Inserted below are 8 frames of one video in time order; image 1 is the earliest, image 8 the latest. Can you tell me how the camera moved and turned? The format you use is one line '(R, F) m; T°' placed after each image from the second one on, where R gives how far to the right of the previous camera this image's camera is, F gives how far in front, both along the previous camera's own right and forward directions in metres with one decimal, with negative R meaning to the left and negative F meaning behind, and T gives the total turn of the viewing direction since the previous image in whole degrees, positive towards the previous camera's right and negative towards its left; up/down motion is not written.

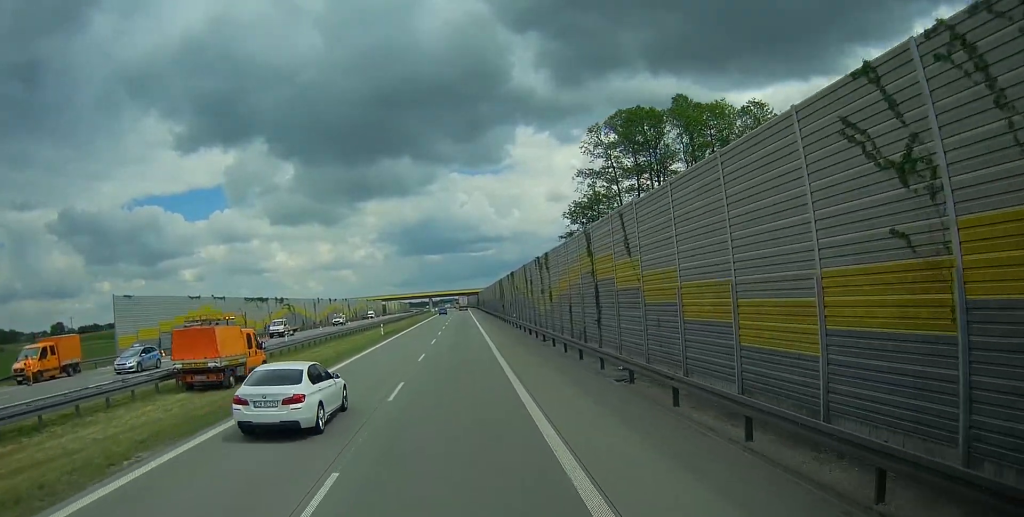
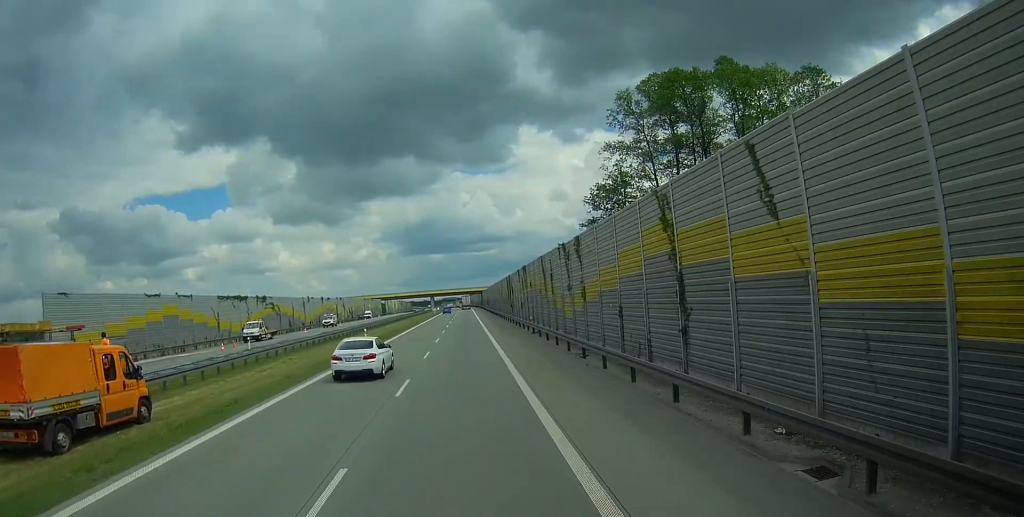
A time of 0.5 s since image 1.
(0.0, +11.8) m; 0°
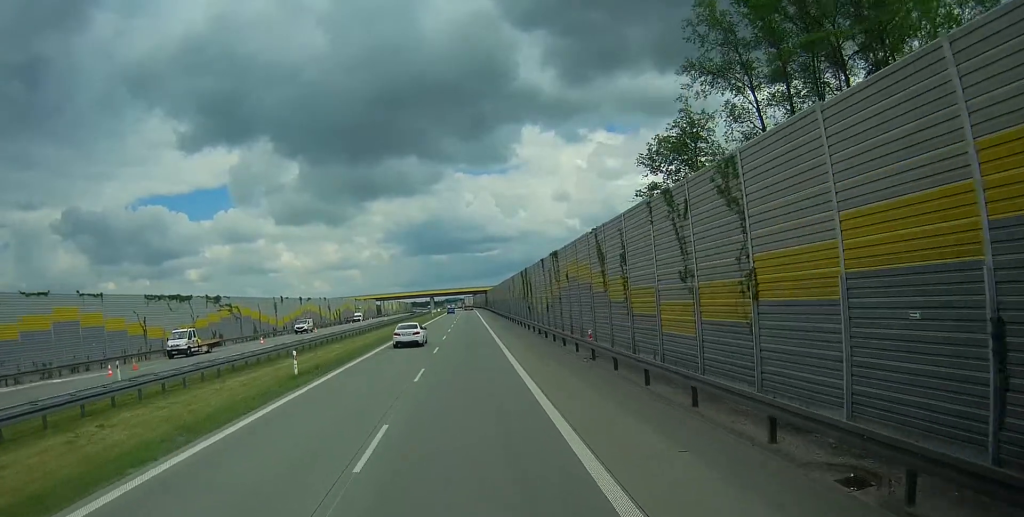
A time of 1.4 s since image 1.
(0.0, +20.8) m; 0°
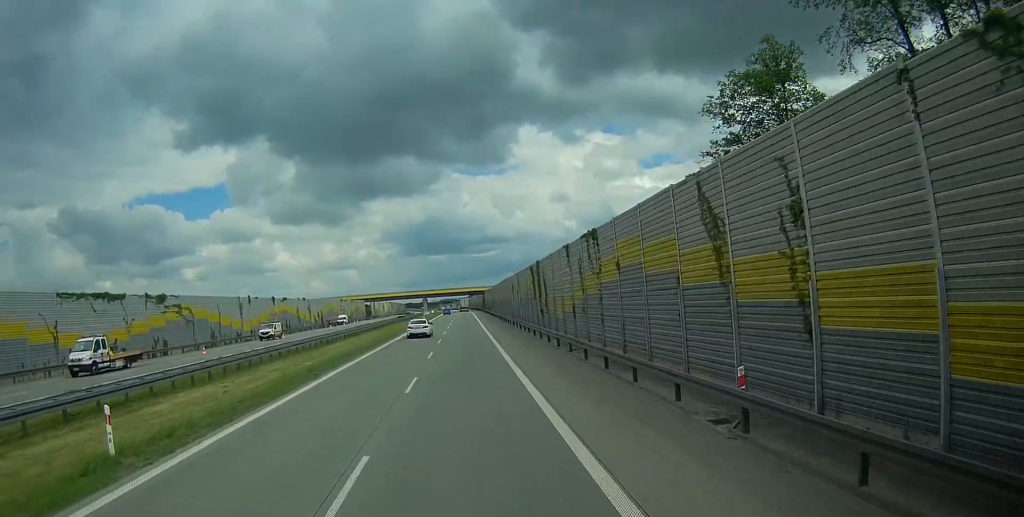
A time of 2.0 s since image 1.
(0.0, +15.0) m; 0°
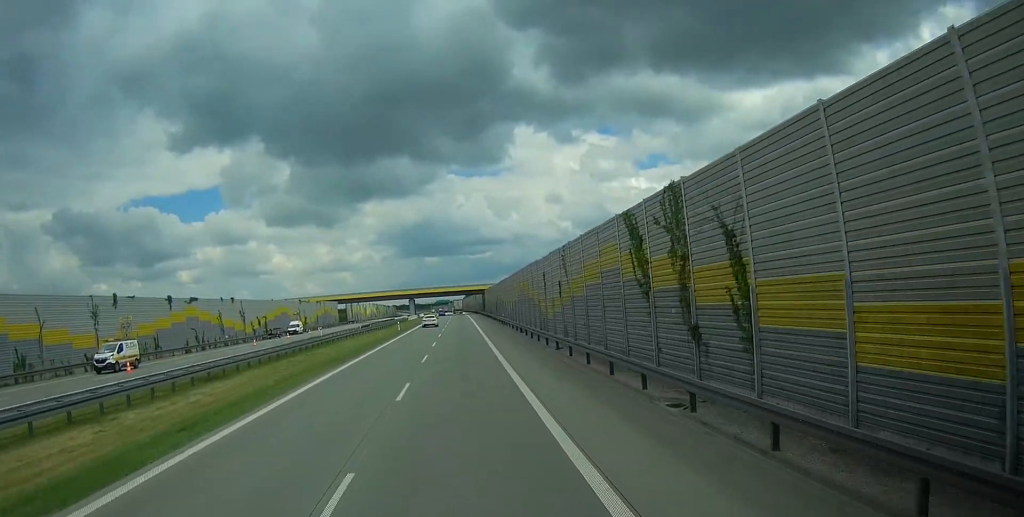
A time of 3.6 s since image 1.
(+0.1, +37.8) m; 0°
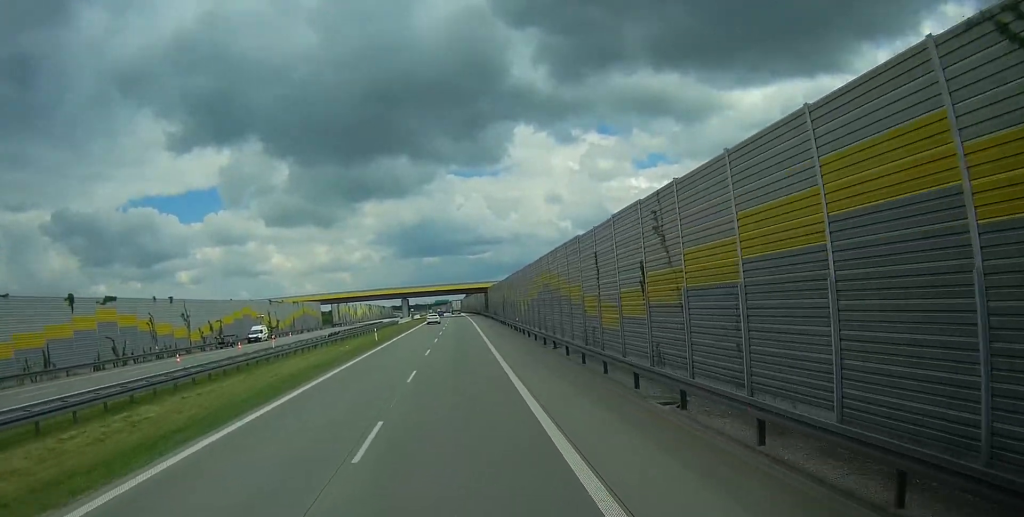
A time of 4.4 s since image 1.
(0.0, +19.6) m; 0°
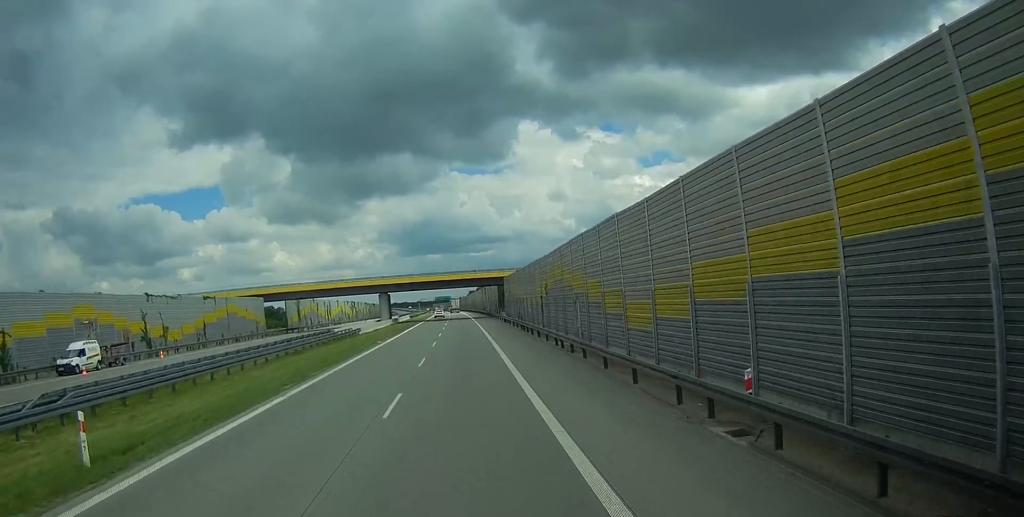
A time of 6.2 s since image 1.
(-0.2, +43.9) m; -1°
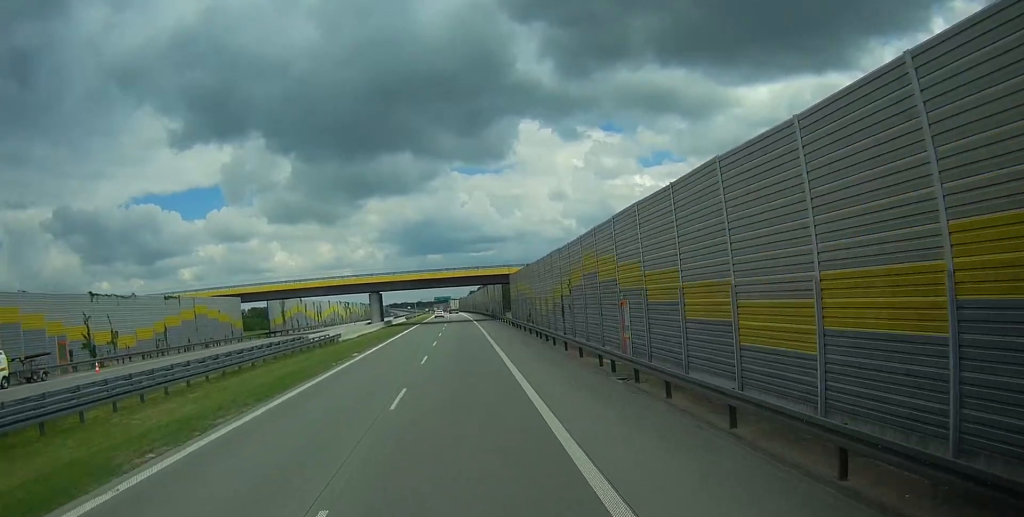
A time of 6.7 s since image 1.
(-0.2, +10.9) m; 0°
